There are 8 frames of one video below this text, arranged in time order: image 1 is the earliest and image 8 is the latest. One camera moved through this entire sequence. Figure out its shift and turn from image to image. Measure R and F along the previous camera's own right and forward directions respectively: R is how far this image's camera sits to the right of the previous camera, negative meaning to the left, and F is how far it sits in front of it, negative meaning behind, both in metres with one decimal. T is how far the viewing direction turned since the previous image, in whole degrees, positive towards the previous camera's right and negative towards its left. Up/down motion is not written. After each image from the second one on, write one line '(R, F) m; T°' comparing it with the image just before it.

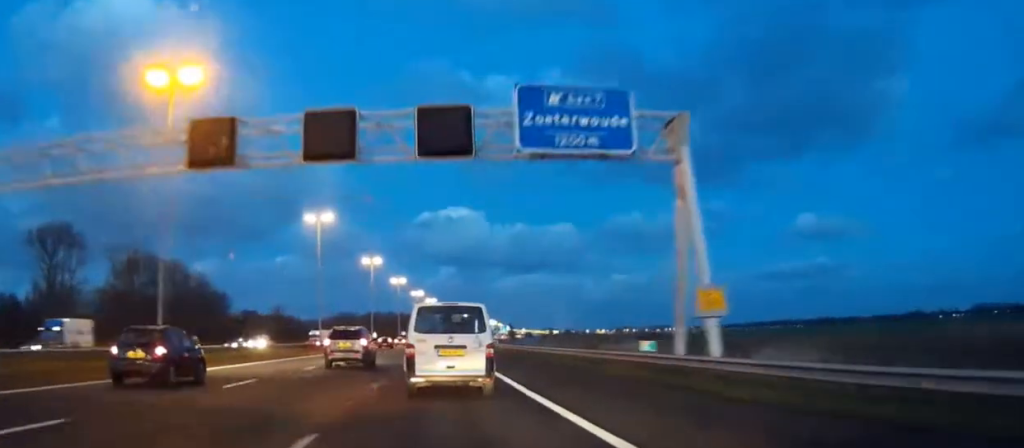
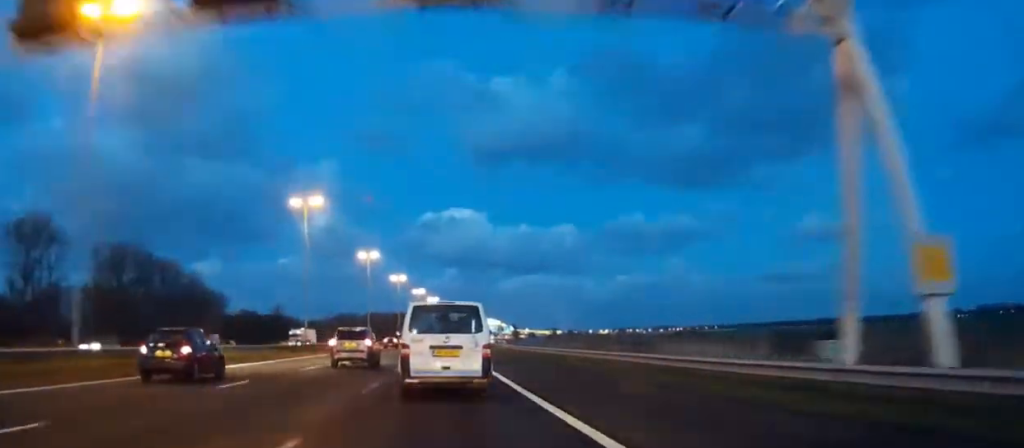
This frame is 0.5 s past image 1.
(-0.1, +12.6) m; 0°
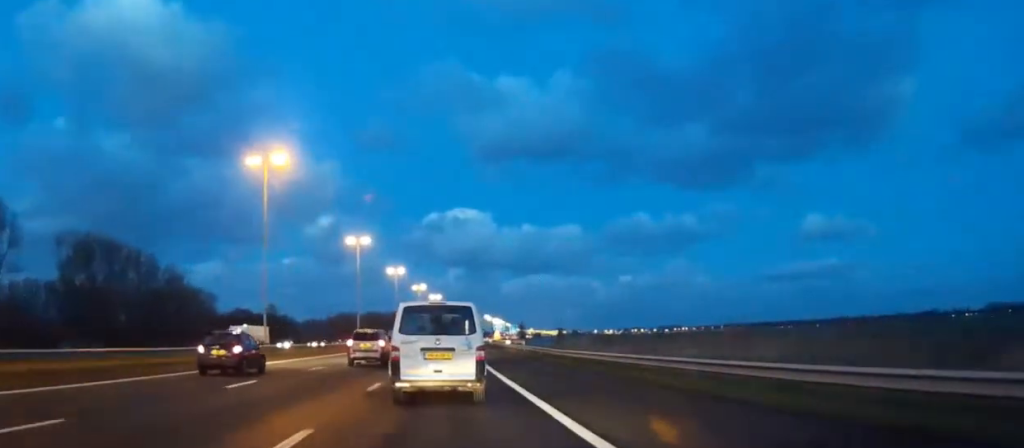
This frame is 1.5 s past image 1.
(0.0, +23.5) m; 0°
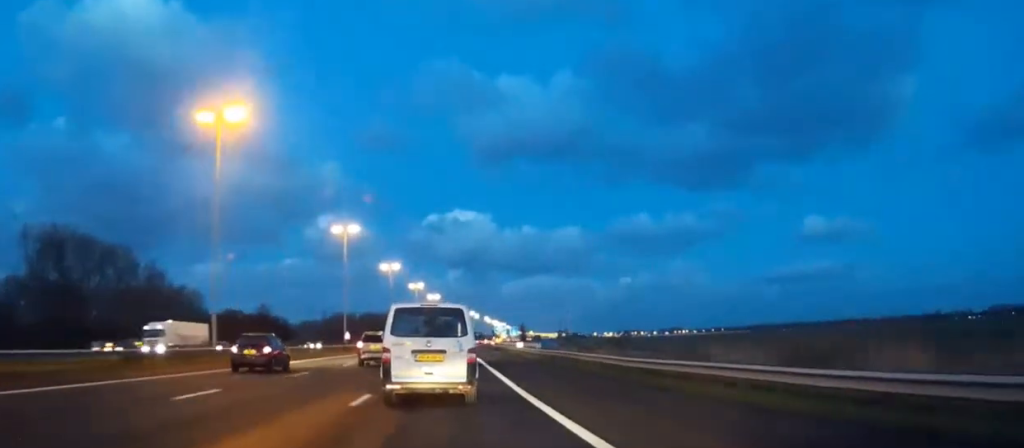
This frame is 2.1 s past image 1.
(-0.1, +15.7) m; 0°
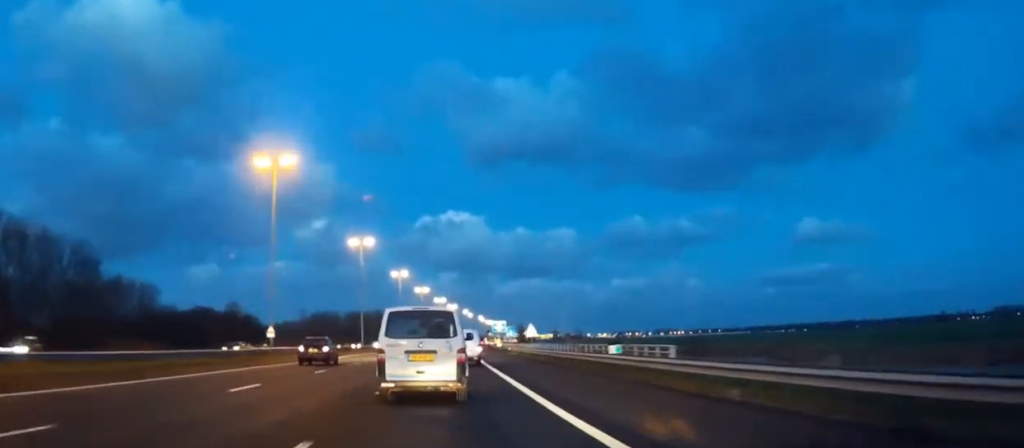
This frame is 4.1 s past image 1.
(0.0, +44.7) m; 0°
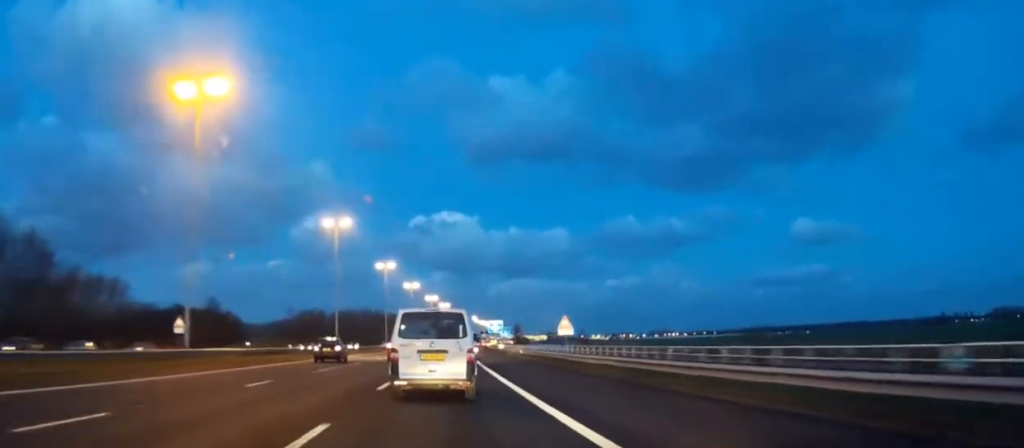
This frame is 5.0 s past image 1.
(0.0, +22.0) m; +1°
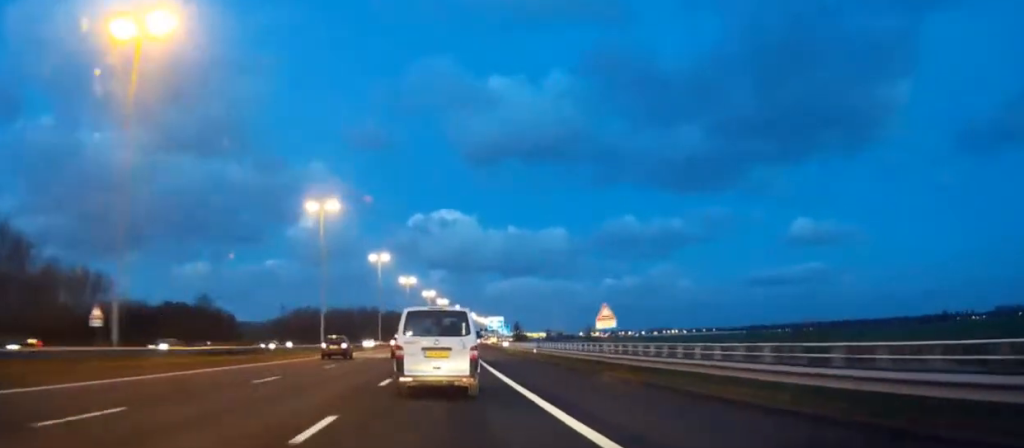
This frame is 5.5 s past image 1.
(0.0, +11.3) m; 0°
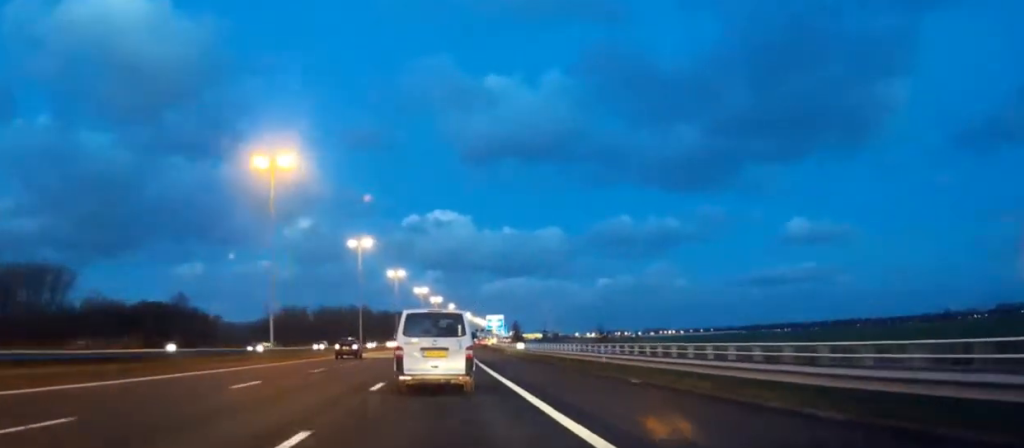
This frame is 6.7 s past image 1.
(+0.2, +25.7) m; +1°
